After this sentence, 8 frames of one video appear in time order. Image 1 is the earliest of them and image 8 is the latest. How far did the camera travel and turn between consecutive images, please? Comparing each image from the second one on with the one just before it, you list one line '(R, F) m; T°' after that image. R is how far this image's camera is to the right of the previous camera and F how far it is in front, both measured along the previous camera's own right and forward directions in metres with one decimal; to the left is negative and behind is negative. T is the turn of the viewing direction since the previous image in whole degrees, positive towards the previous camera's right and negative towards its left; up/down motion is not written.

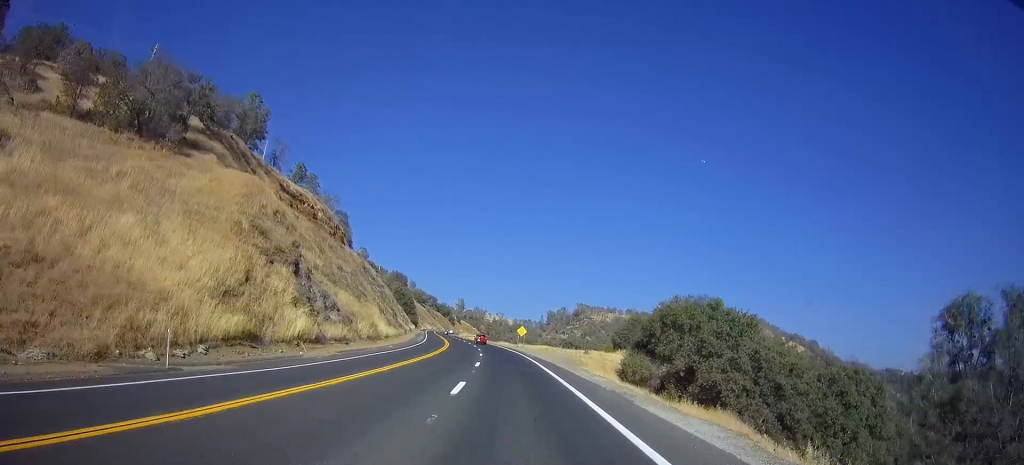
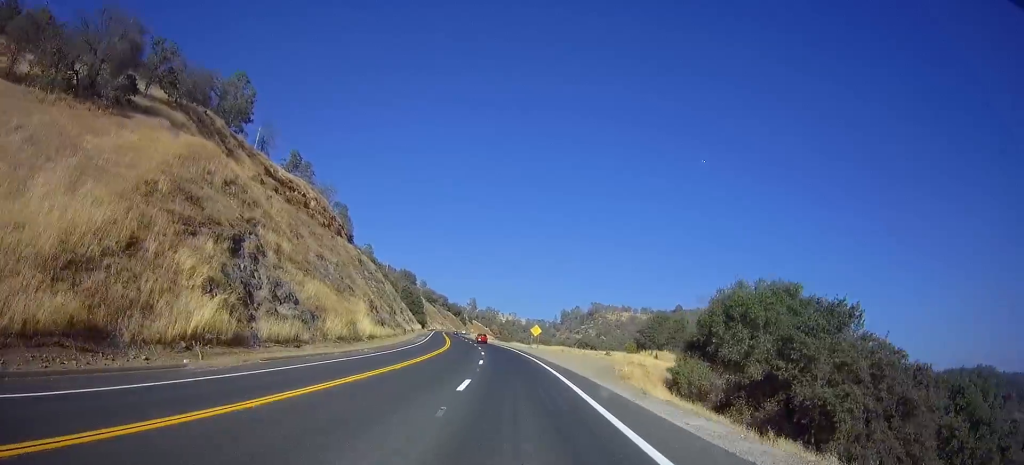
(-0.2, +12.6) m; -2°
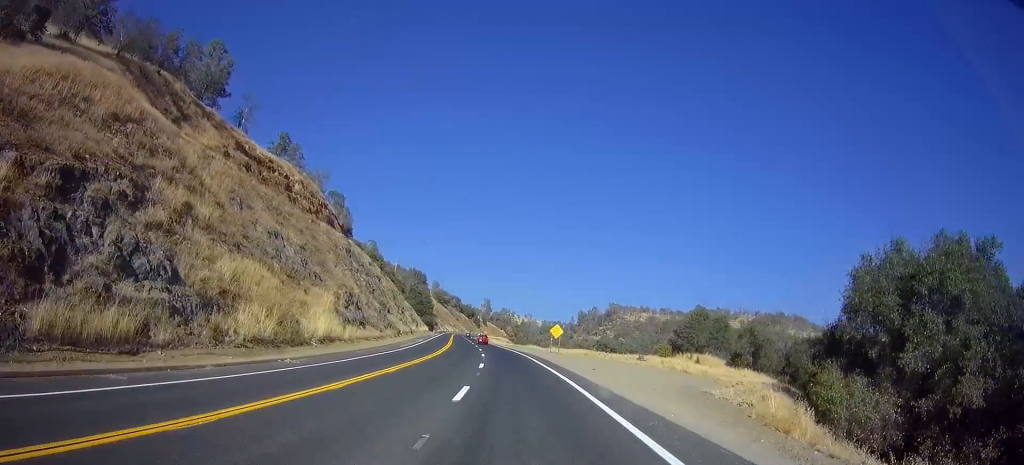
(-0.8, +16.6) m; -1°
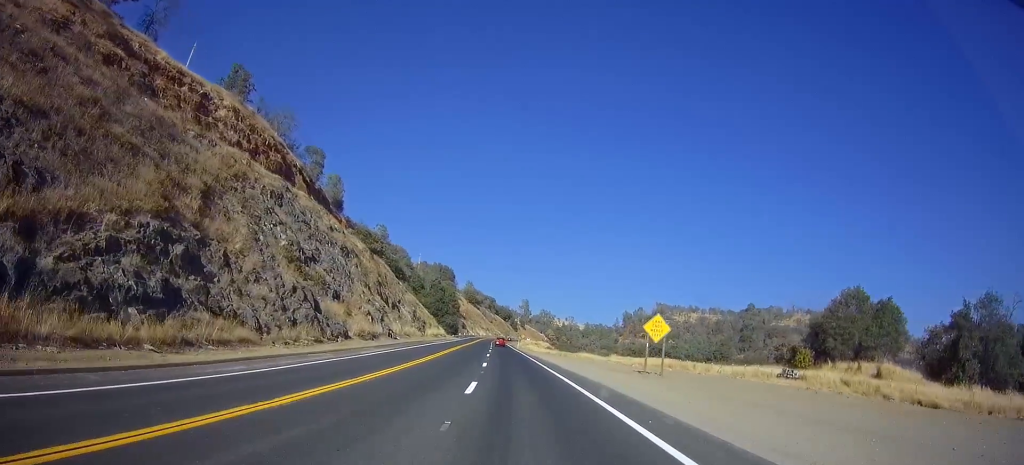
(-0.2, +40.3) m; -2°
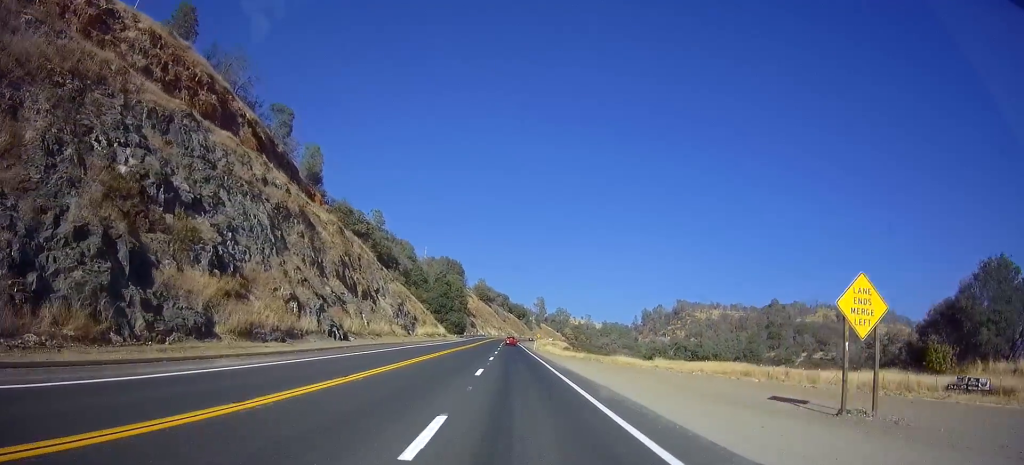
(-0.4, +22.4) m; -1°
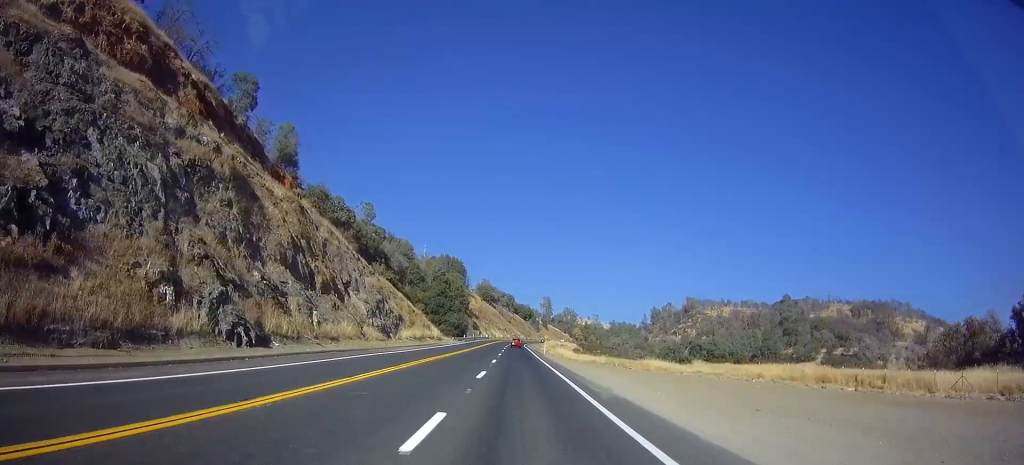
(0.0, +14.1) m; 0°
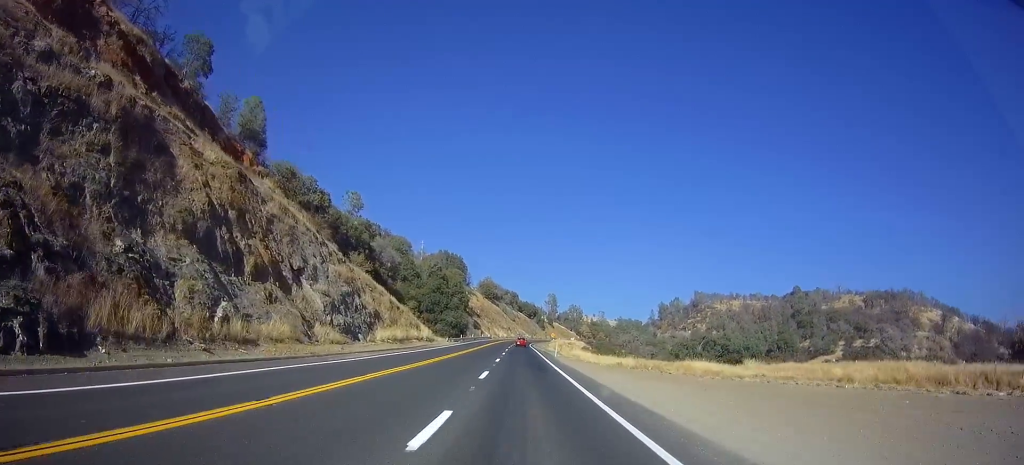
(-0.1, +13.3) m; 0°
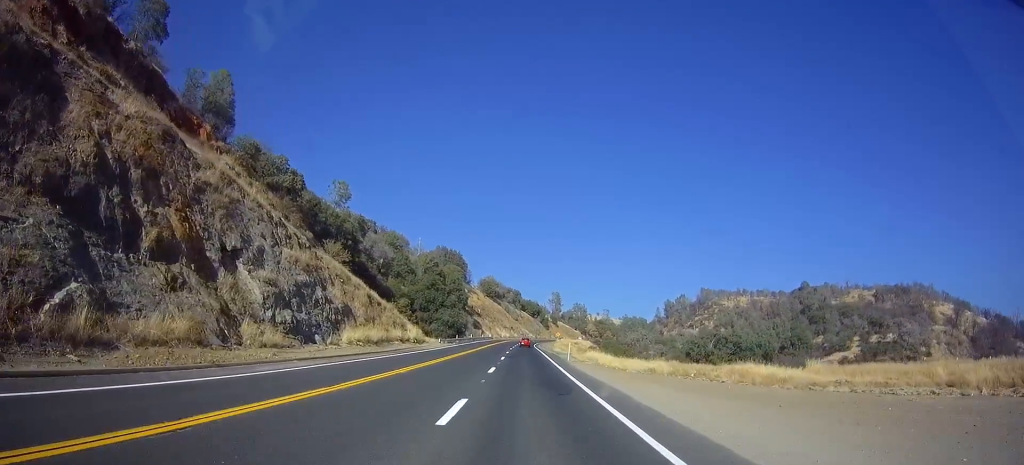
(-0.1, +10.8) m; 0°
